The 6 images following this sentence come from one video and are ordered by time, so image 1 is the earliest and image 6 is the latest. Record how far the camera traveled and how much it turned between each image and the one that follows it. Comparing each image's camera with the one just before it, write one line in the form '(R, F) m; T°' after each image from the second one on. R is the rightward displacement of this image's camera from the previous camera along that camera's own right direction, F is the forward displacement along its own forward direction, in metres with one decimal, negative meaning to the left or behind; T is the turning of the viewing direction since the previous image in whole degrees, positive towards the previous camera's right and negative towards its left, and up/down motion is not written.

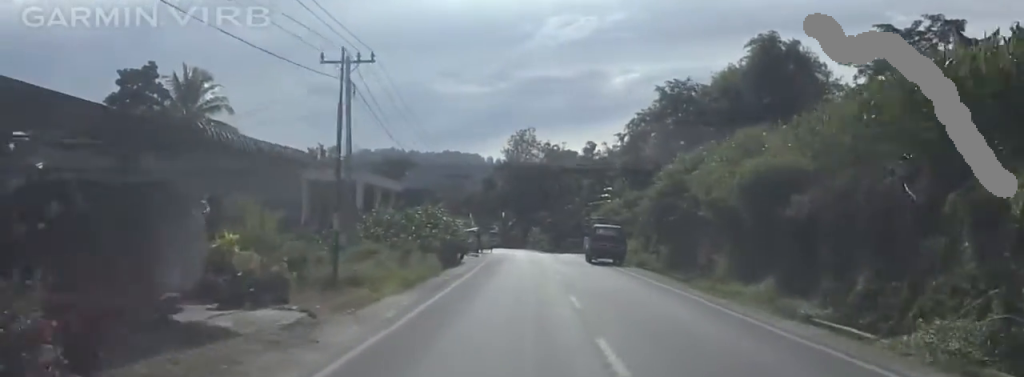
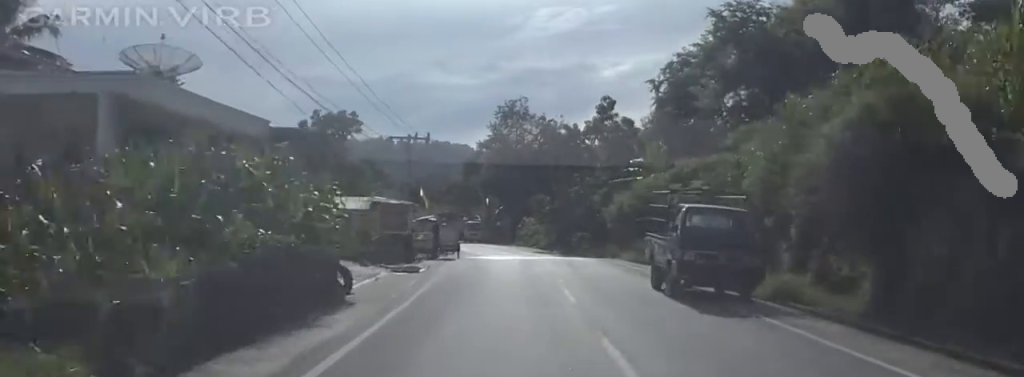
(+0.6, +25.5) m; +3°
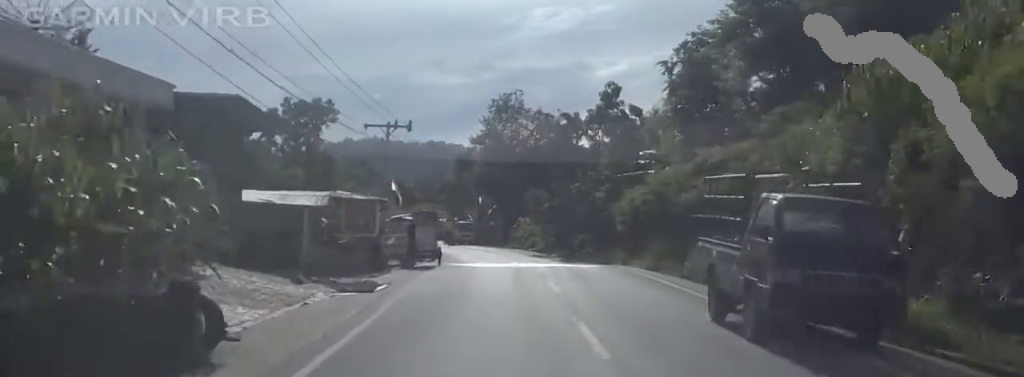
(+0.2, +6.3) m; +1°
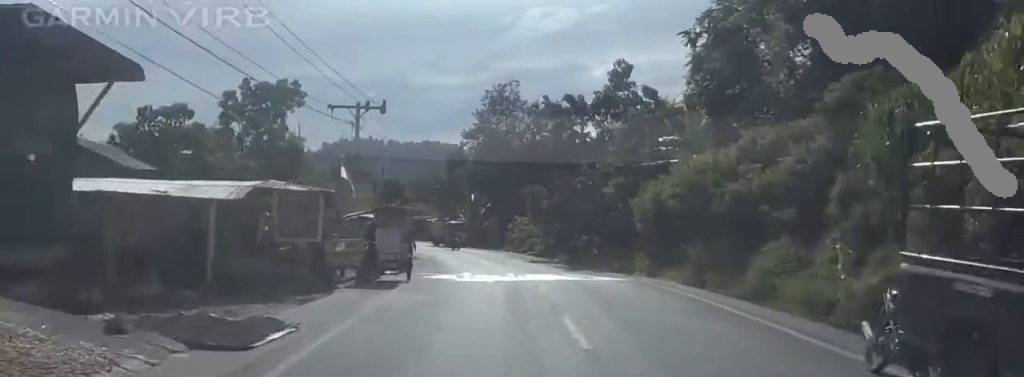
(0.0, +7.5) m; 0°
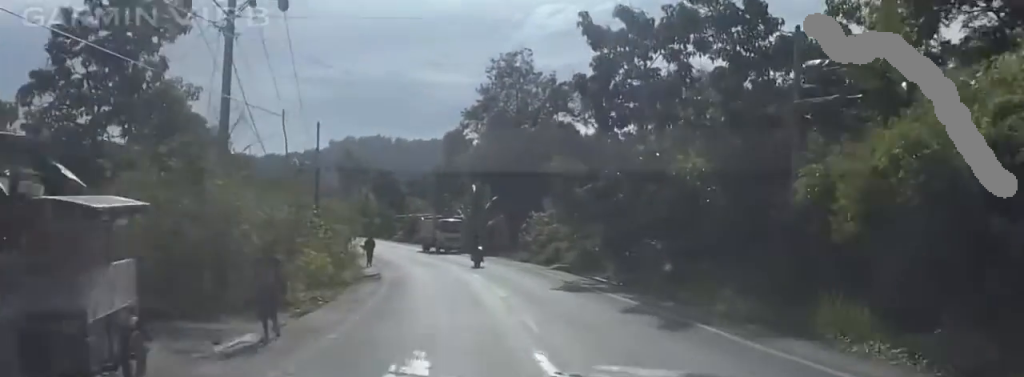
(-0.5, +19.2) m; -2°
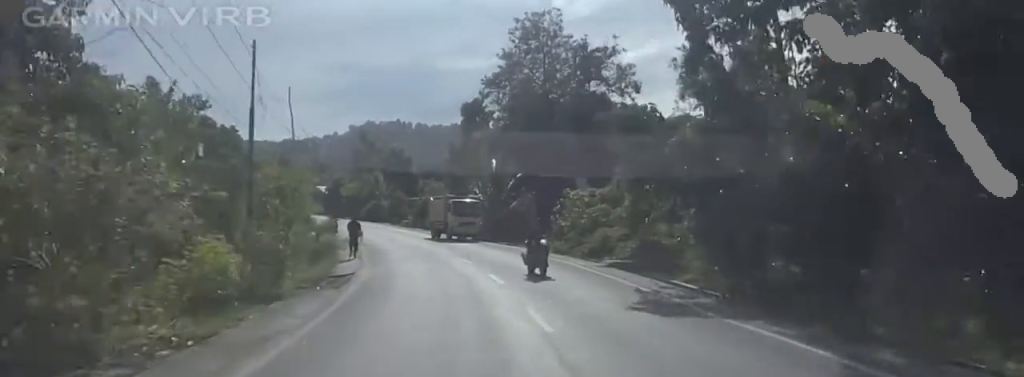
(+0.1, +11.0) m; -2°
